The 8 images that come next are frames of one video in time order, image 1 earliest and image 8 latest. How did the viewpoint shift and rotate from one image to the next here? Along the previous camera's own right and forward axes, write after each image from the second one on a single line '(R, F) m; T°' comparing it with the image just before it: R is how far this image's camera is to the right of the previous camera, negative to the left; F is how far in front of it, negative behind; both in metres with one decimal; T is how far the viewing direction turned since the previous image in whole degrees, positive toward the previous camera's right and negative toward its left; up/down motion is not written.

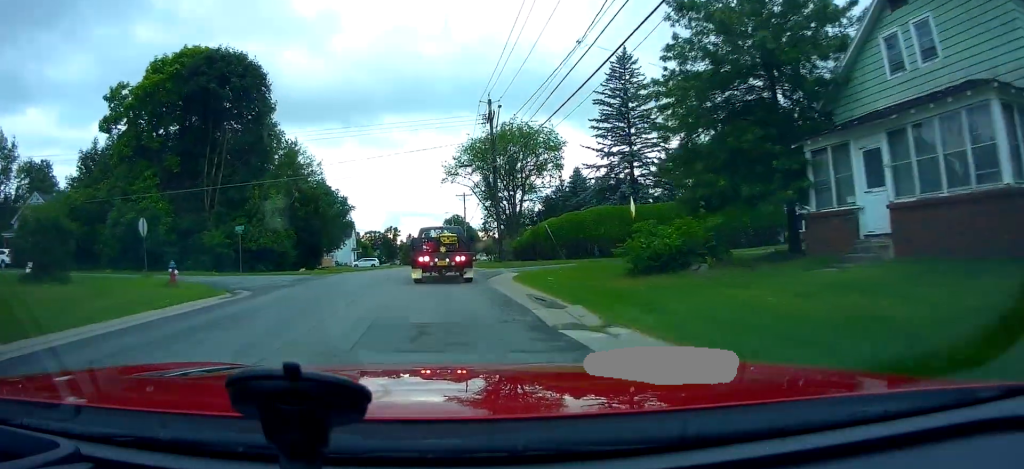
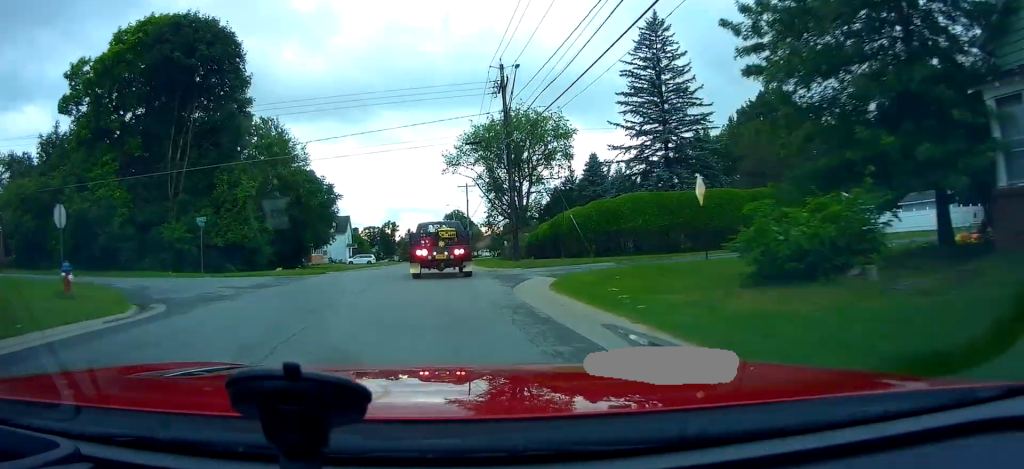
(0.0, +6.4) m; 0°
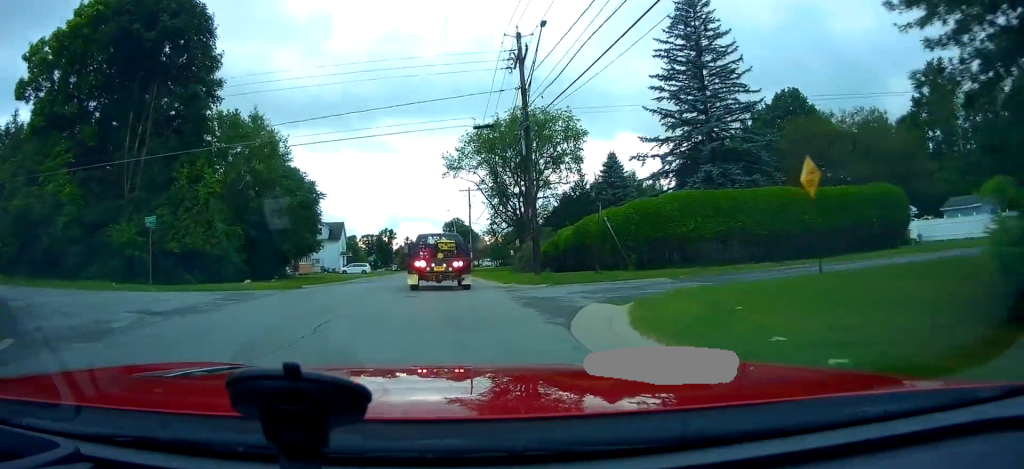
(0.0, +5.9) m; 0°
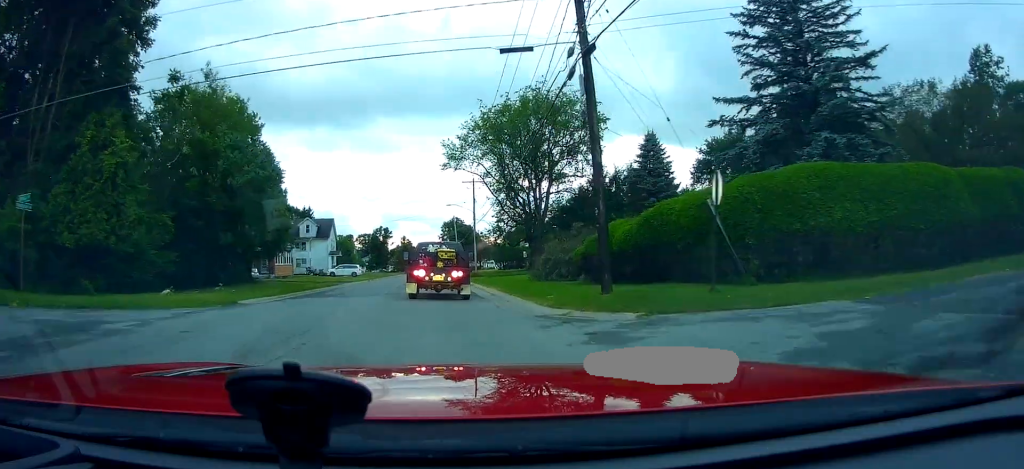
(+0.1, +9.2) m; 0°
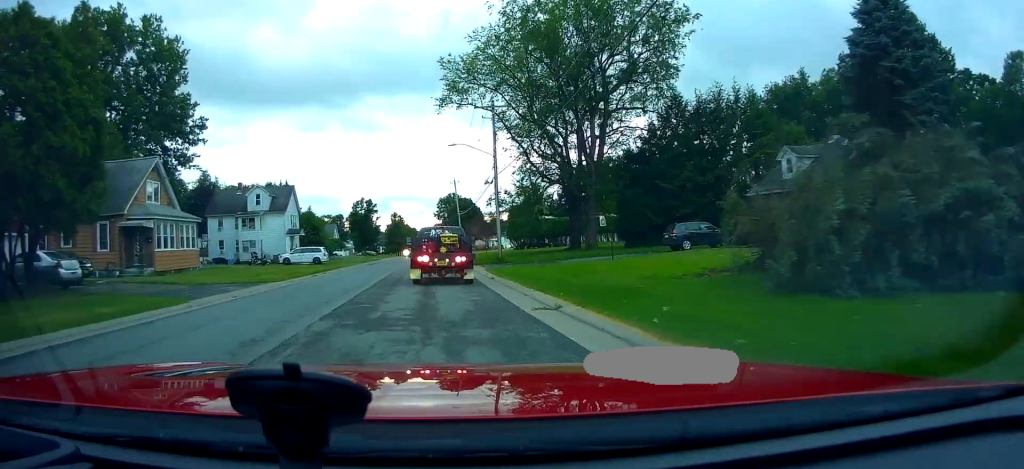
(0.0, +24.0) m; -2°
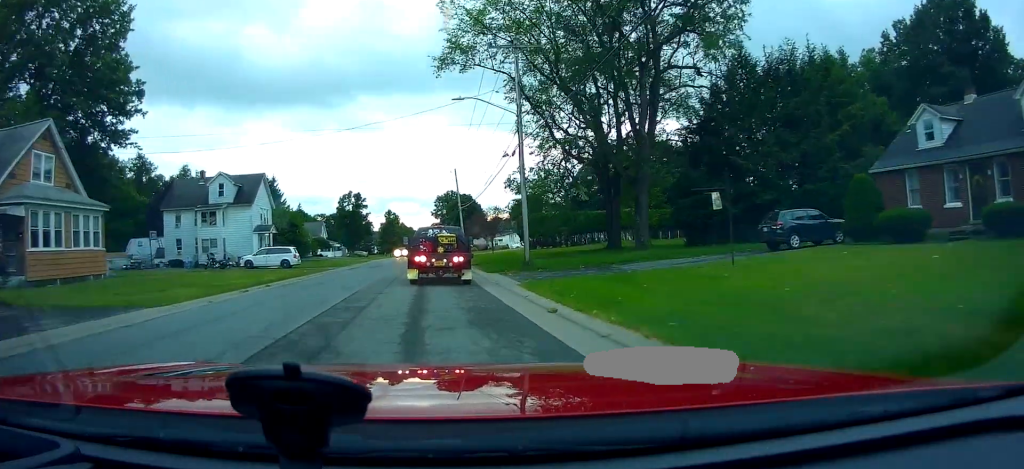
(-0.4, +11.3) m; -1°
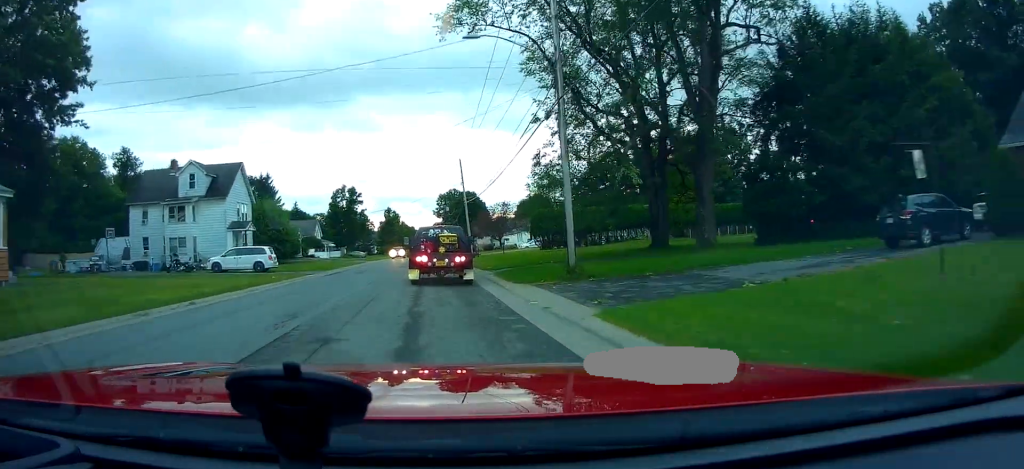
(+0.1, +7.6) m; +3°
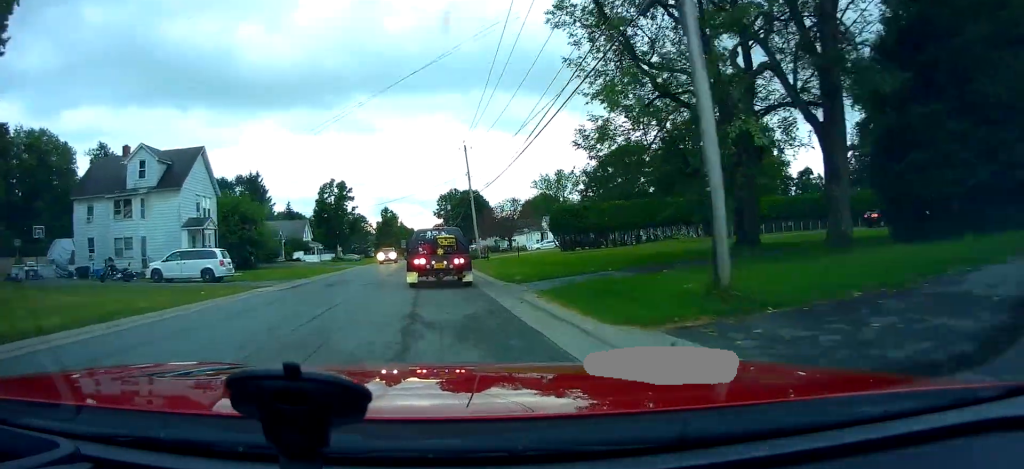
(+0.3, +9.1) m; +3°
